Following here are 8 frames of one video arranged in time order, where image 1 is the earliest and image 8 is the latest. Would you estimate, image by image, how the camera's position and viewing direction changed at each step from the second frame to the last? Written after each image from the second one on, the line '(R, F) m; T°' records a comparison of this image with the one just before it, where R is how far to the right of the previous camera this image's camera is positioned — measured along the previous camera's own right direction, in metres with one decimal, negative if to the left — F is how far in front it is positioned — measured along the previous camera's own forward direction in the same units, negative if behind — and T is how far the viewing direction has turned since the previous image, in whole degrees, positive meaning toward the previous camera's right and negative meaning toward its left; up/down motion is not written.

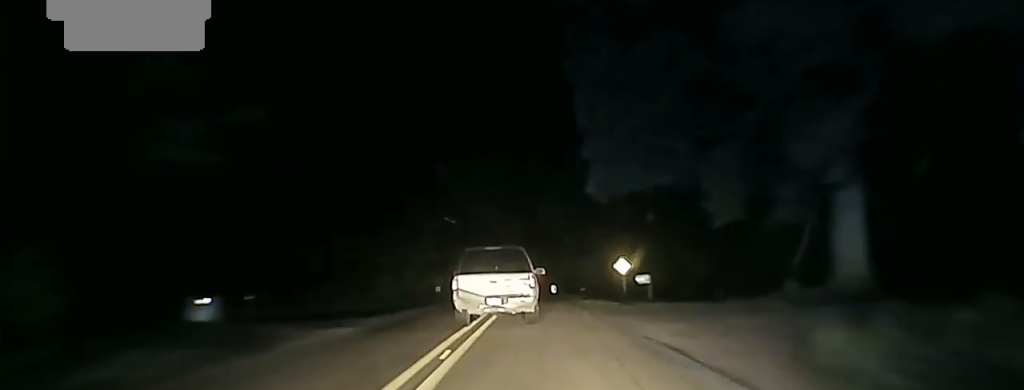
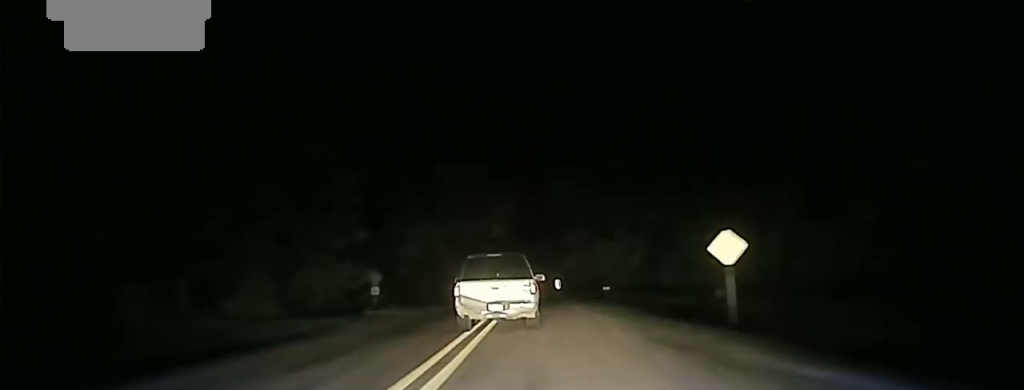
(+0.1, +32.9) m; +1°
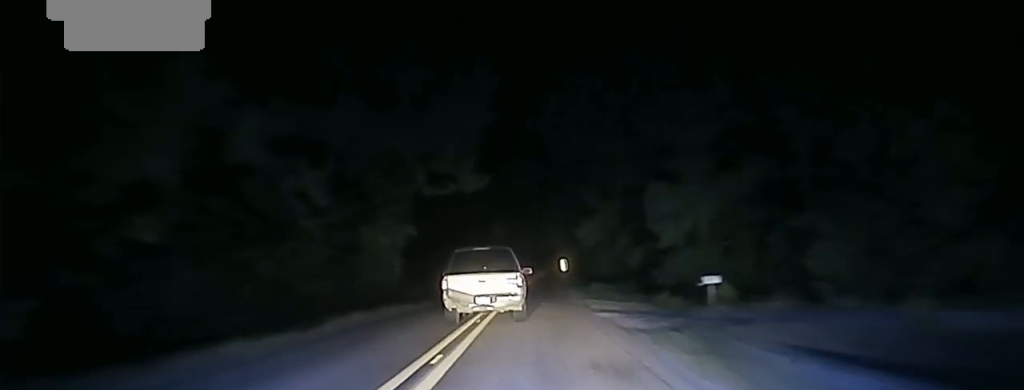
(+0.4, +40.2) m; +1°
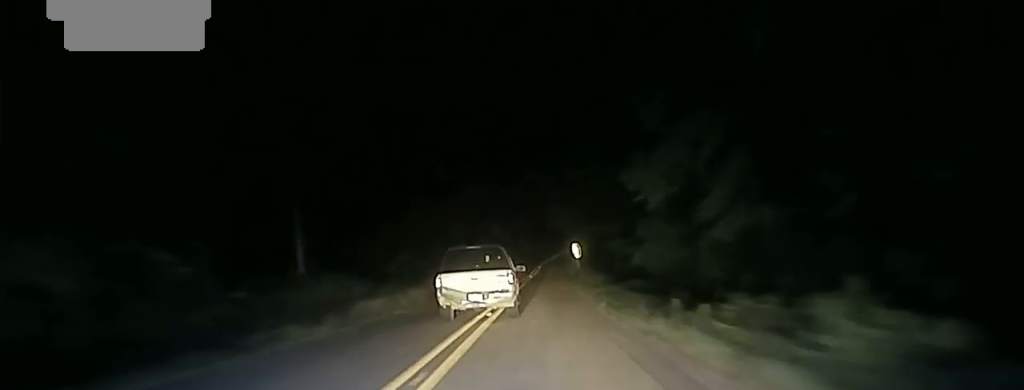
(0.0, +32.5) m; 0°
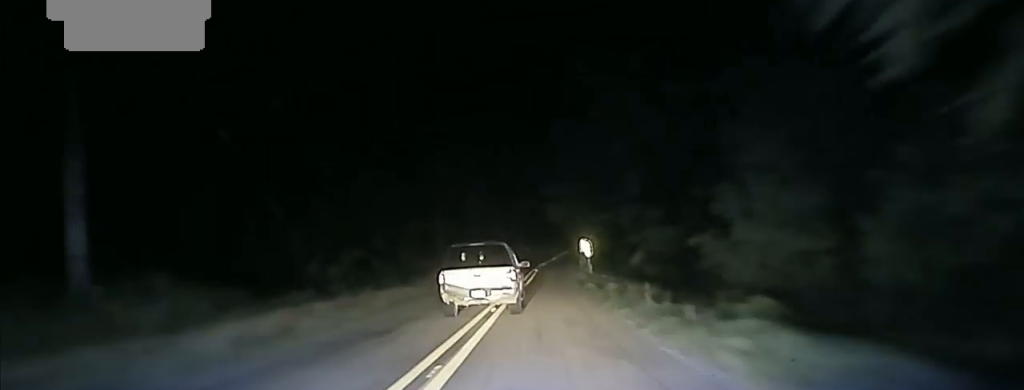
(0.0, +21.1) m; 0°
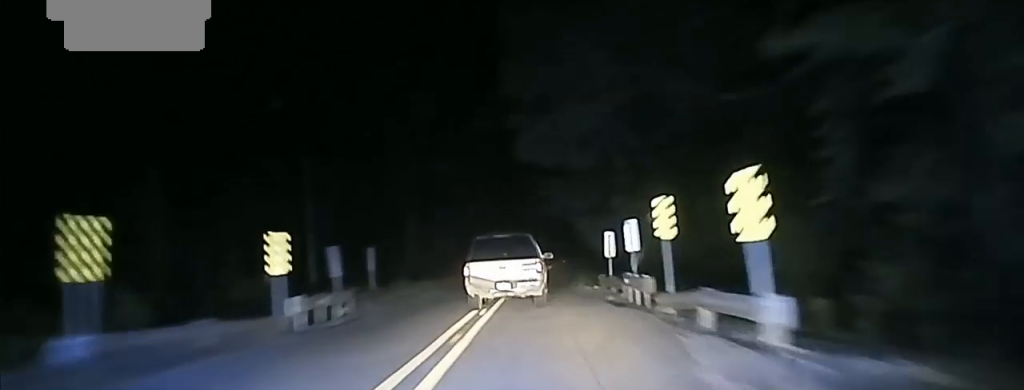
(+1.0, +53.8) m; +2°
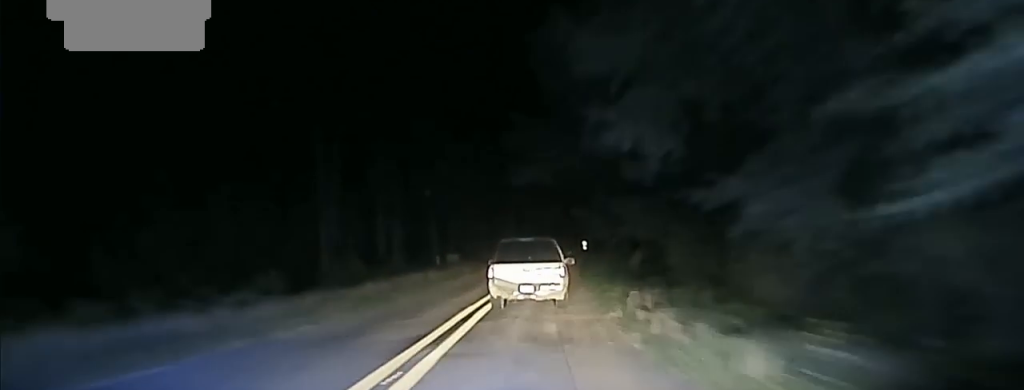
(+0.6, +39.2) m; +2°
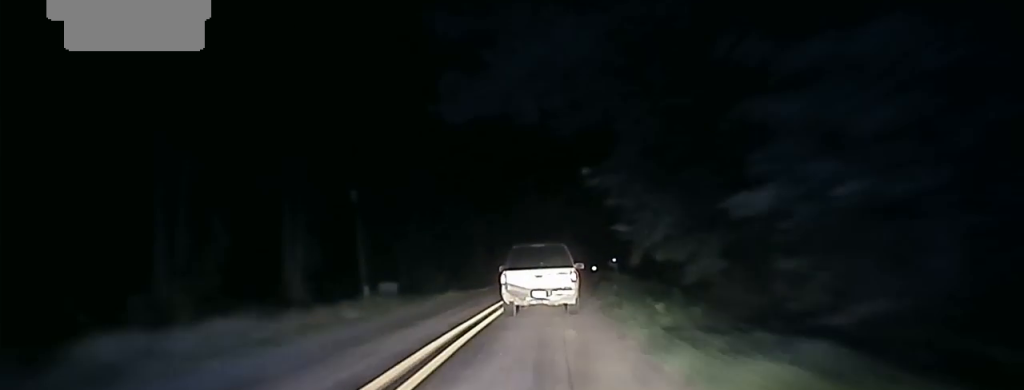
(+0.2, +32.1) m; +1°
